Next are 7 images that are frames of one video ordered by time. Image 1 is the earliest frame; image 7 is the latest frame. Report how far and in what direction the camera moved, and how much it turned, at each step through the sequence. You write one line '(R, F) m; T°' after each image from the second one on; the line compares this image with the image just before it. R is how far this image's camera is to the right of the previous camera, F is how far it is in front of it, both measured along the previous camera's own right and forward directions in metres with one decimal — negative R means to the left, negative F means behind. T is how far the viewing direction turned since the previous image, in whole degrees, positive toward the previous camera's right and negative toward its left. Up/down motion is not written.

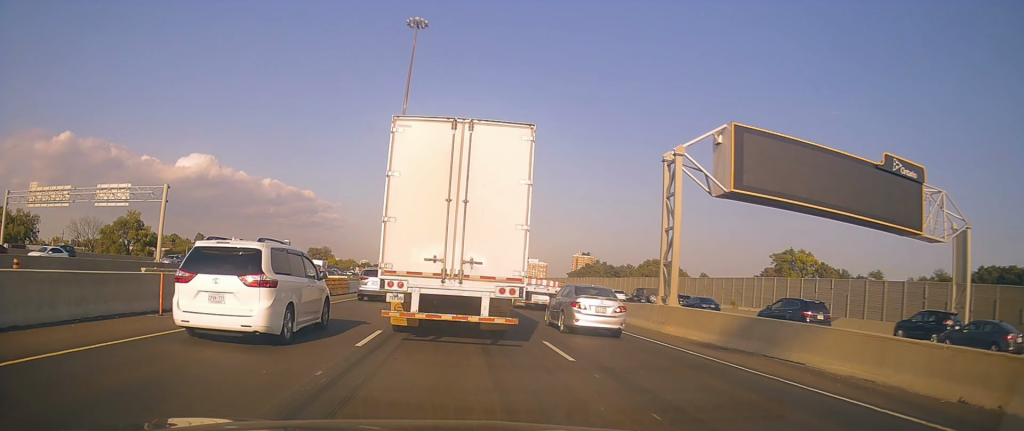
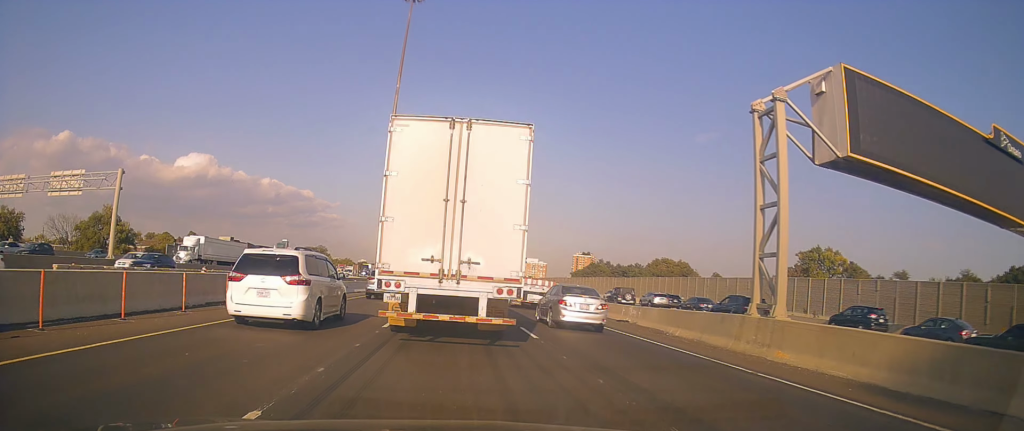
(-0.3, +8.2) m; 0°
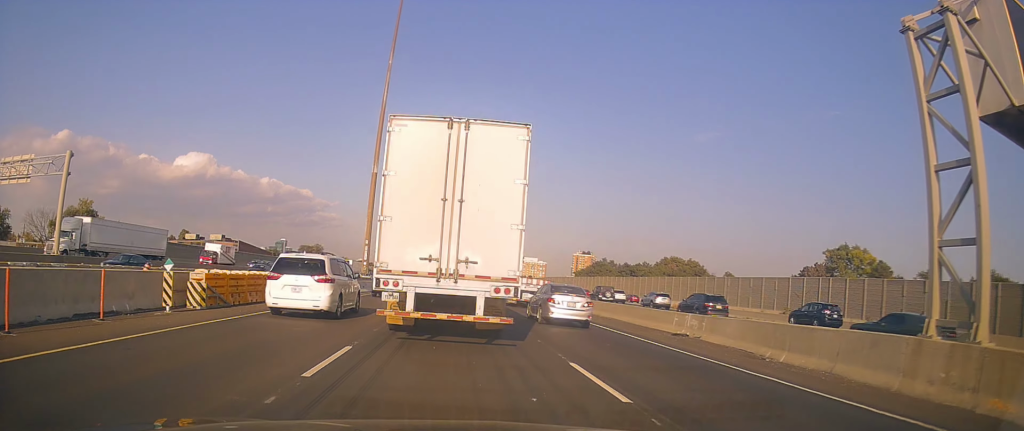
(+0.4, +7.3) m; +3°
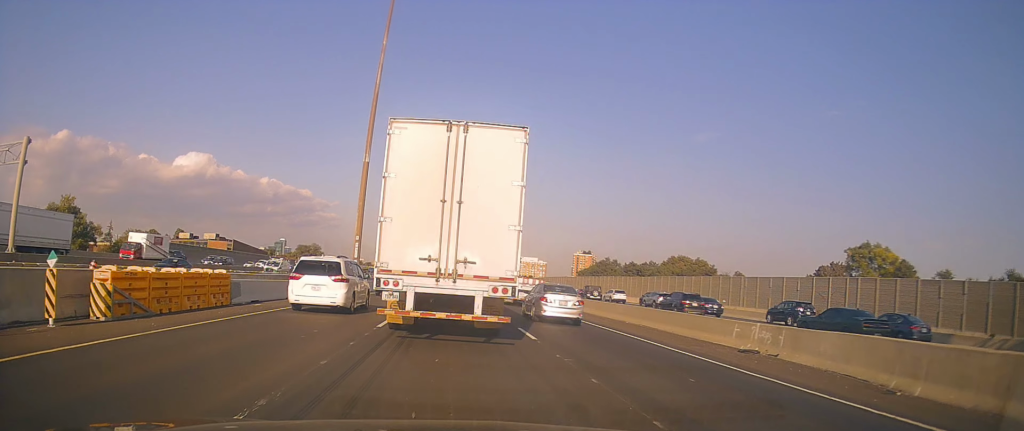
(+0.1, +5.2) m; 0°
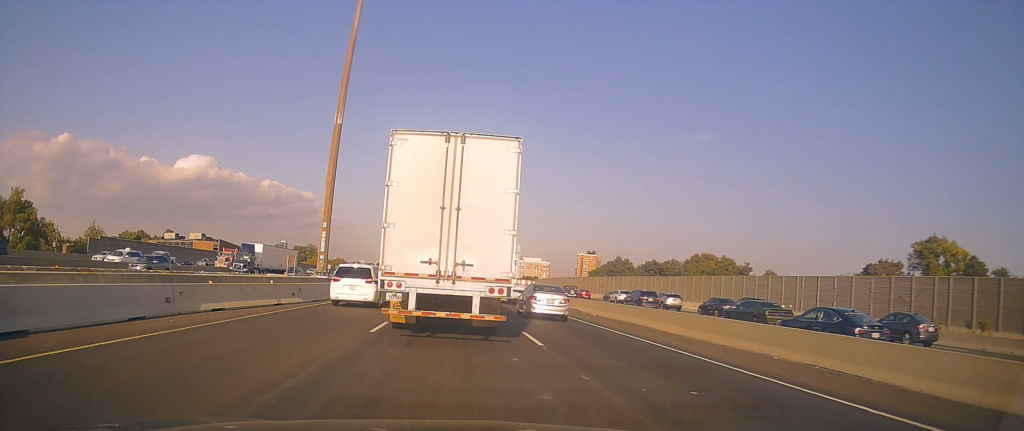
(-0.7, +13.3) m; -5°
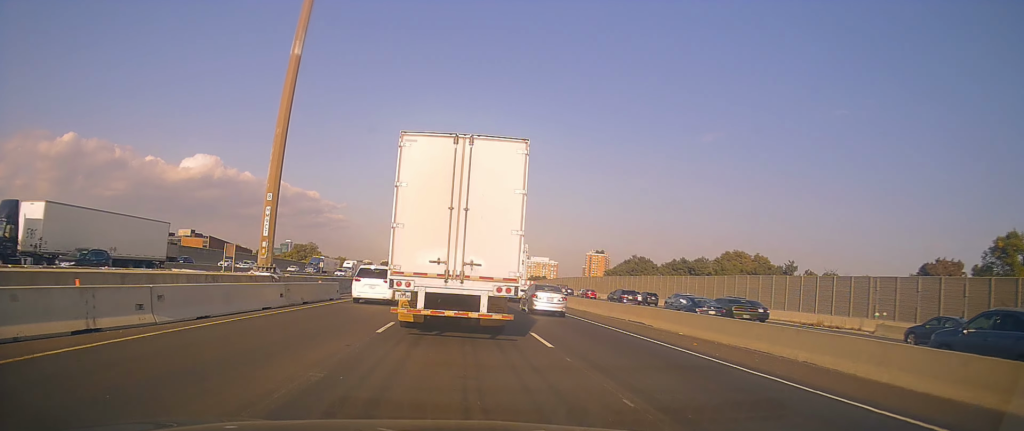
(+0.3, +12.3) m; +2°
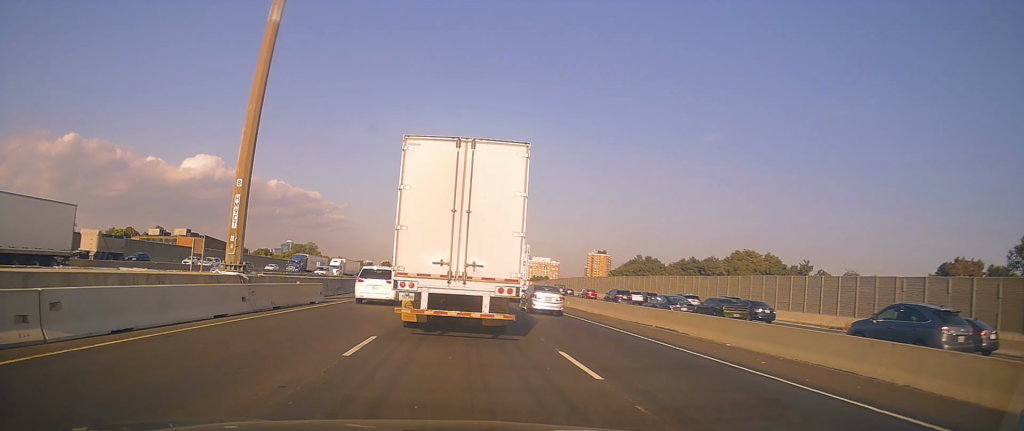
(-0.1, +3.9) m; -1°
